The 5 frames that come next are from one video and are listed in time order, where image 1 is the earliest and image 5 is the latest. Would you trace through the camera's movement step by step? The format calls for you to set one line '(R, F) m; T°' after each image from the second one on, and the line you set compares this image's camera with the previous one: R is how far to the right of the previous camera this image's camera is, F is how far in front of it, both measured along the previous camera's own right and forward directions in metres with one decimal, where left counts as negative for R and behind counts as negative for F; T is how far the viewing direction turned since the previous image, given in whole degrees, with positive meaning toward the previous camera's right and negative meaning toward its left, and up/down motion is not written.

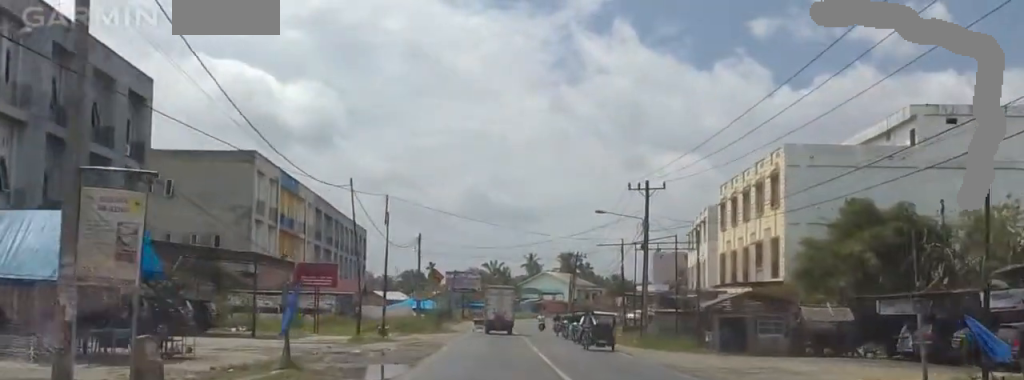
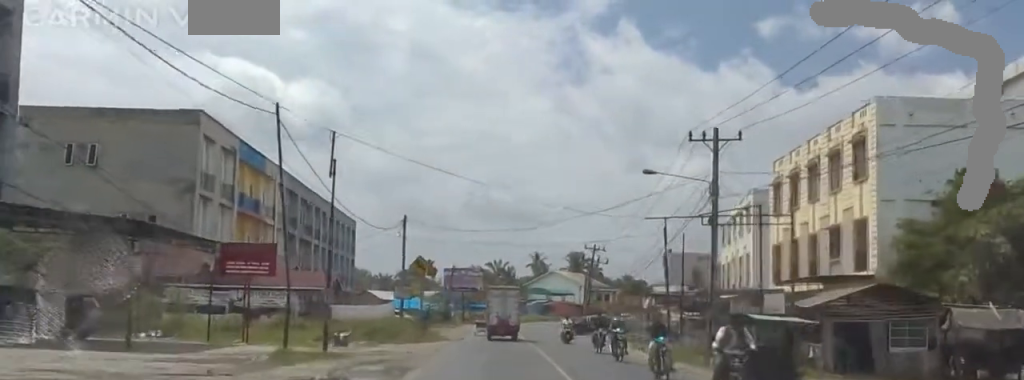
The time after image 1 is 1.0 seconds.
(-0.2, +14.2) m; -1°
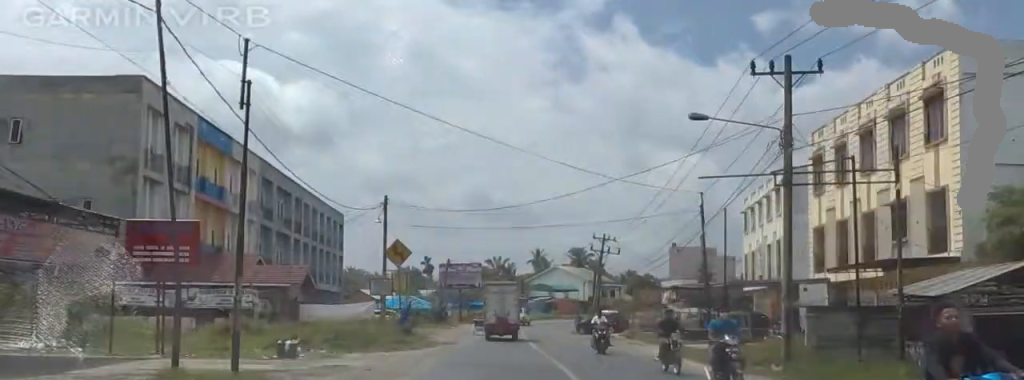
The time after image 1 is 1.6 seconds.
(0.0, +8.9) m; +1°
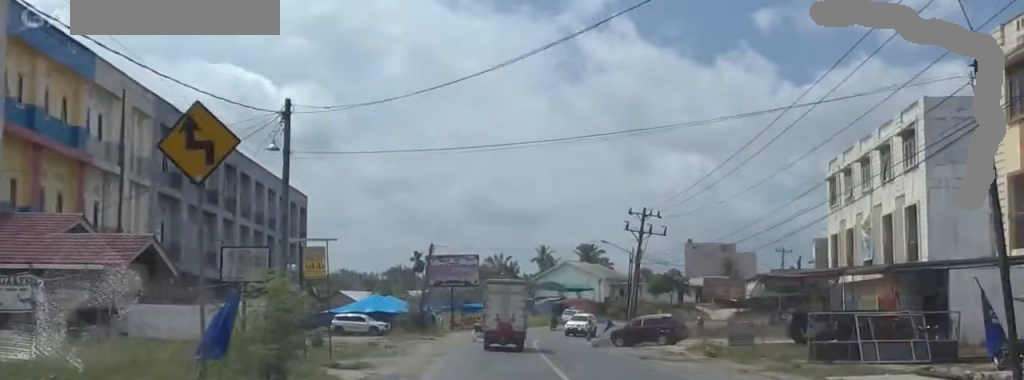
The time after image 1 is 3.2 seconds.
(+0.3, +23.4) m; 0°
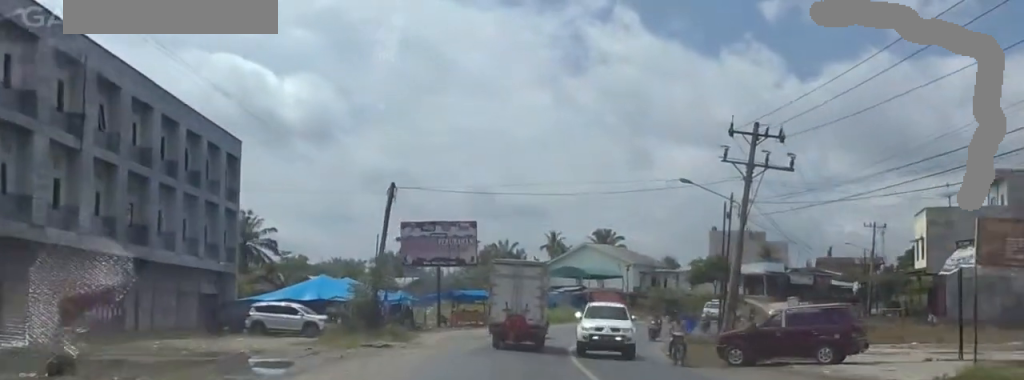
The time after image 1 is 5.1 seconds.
(+0.6, +28.7) m; +6°
